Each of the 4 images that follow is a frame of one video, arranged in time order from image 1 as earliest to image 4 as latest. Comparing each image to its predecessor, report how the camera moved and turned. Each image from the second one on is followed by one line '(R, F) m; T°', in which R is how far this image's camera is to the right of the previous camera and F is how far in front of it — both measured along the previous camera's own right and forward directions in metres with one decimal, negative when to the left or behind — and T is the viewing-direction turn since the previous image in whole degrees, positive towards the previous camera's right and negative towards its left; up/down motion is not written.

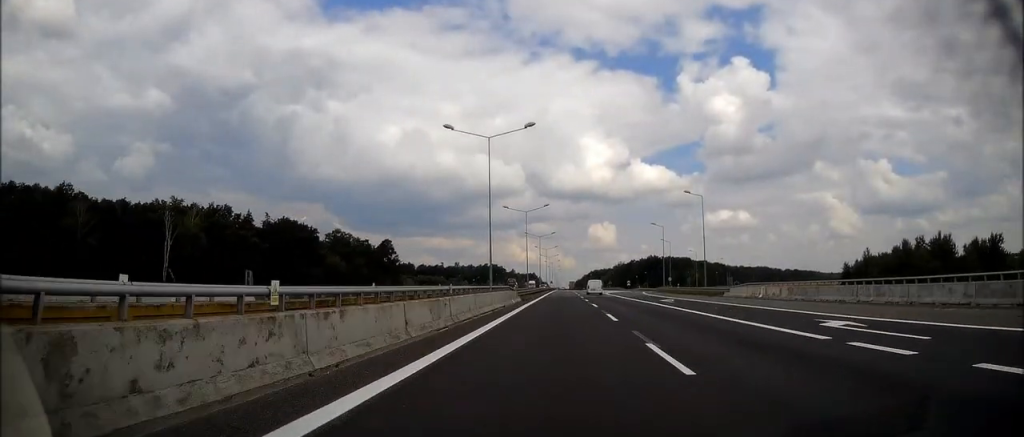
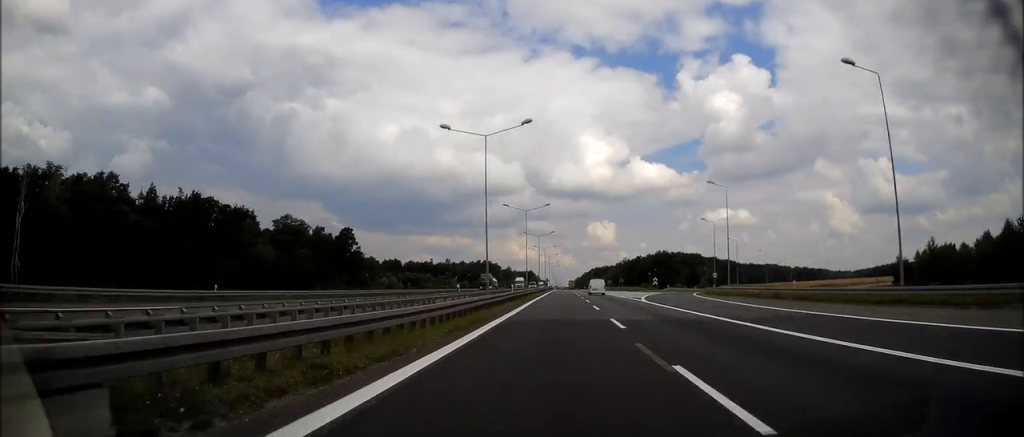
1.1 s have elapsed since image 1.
(0.0, +40.9) m; 0°
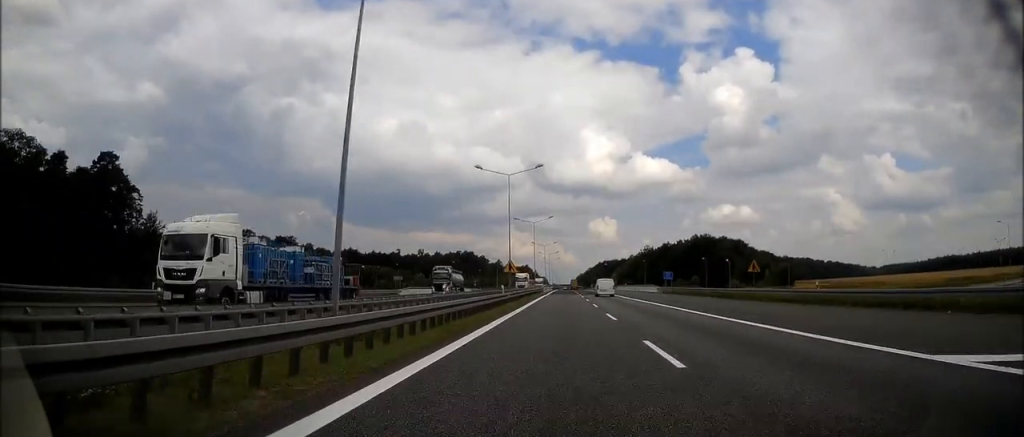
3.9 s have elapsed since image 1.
(-0.1, +105.2) m; 0°
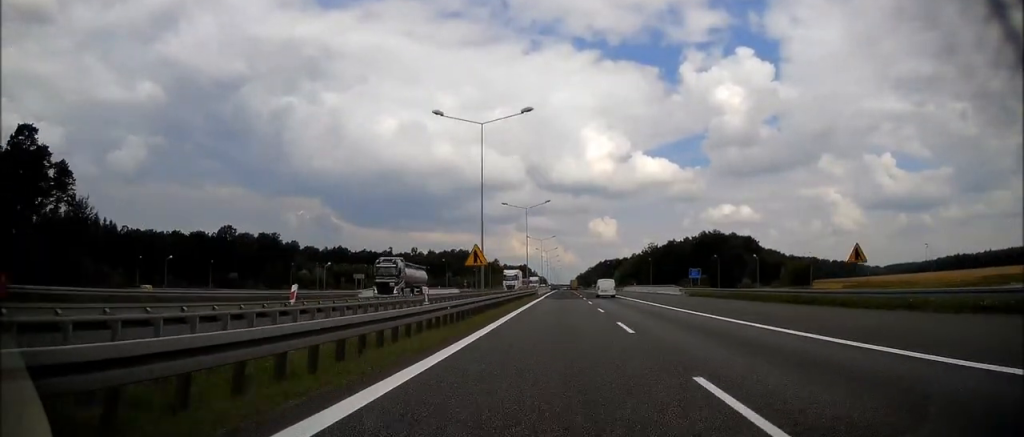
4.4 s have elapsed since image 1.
(-0.1, +16.1) m; 0°
